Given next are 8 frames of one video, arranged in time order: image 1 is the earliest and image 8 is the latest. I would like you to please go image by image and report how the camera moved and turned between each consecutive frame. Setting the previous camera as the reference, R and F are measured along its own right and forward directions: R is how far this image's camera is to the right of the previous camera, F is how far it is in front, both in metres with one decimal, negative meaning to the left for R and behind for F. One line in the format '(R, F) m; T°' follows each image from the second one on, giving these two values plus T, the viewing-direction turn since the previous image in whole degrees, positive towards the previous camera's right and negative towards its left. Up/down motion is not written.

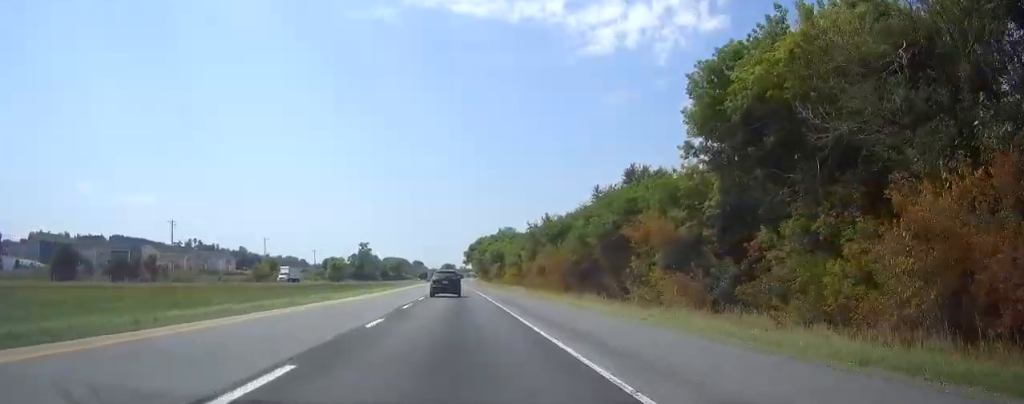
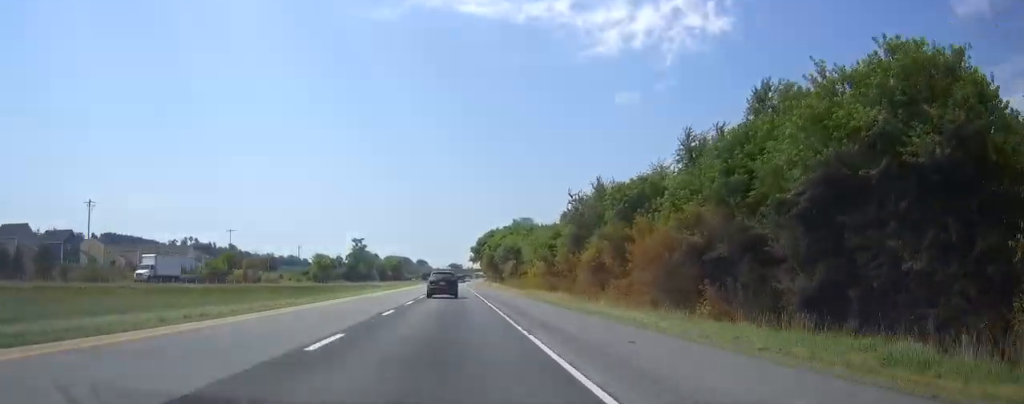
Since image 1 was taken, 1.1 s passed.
(0.0, +36.9) m; 0°
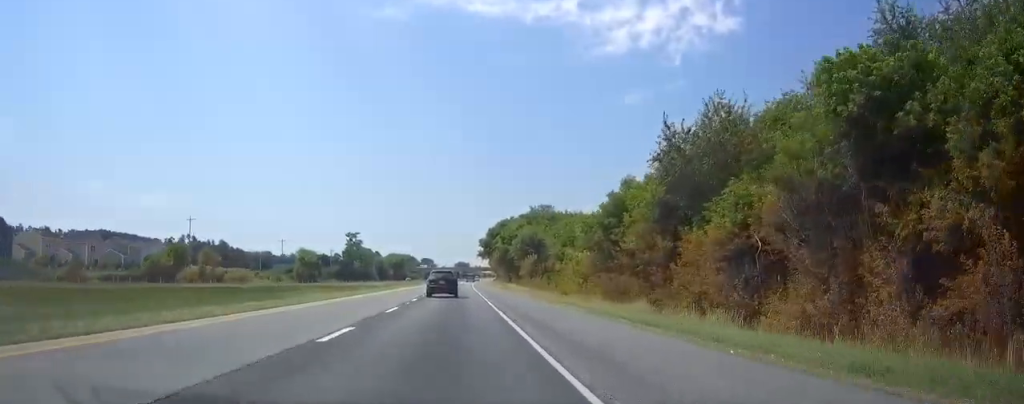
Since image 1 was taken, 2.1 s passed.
(0.0, +30.5) m; 0°
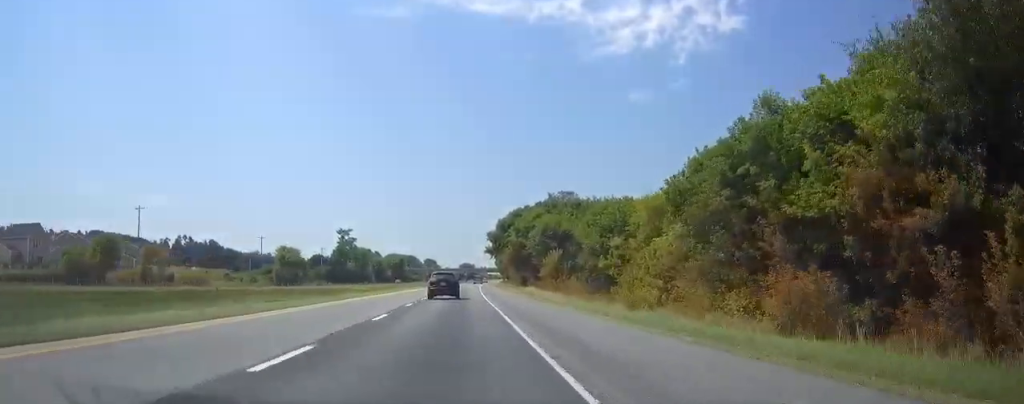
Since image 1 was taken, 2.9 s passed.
(-0.1, +26.2) m; 0°
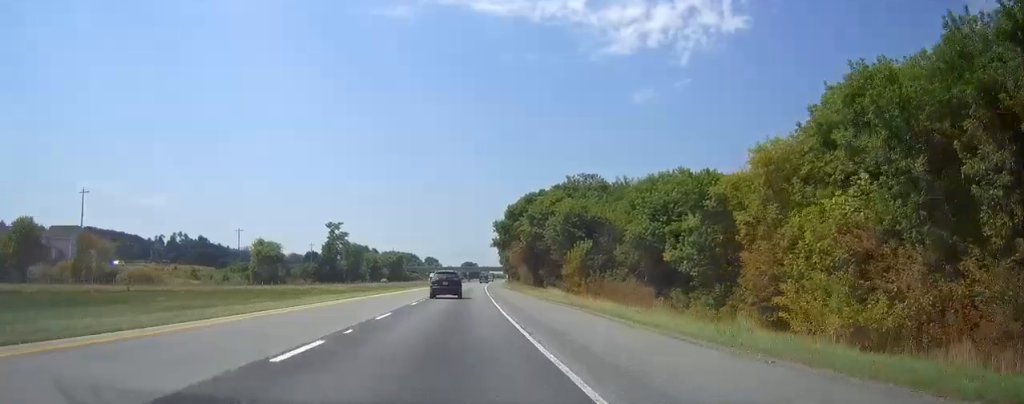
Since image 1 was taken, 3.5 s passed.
(0.0, +20.8) m; 0°
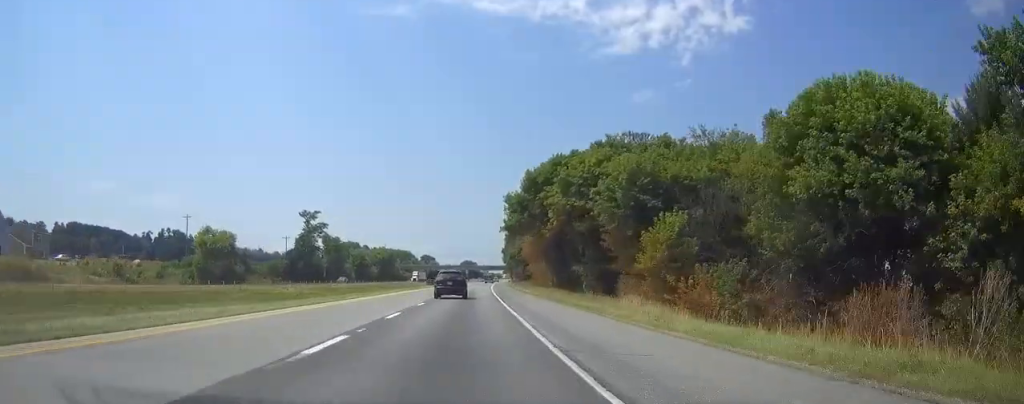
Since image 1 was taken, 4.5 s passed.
(-0.1, +31.7) m; 0°
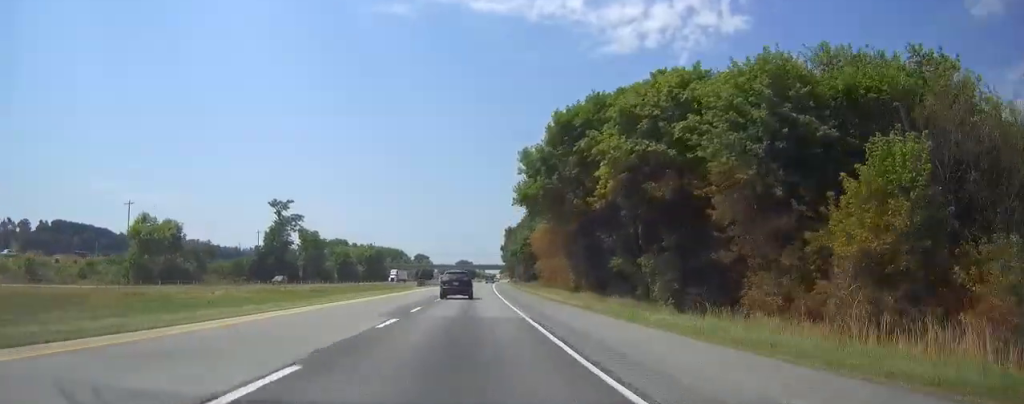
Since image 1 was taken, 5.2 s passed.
(0.0, +24.0) m; 0°
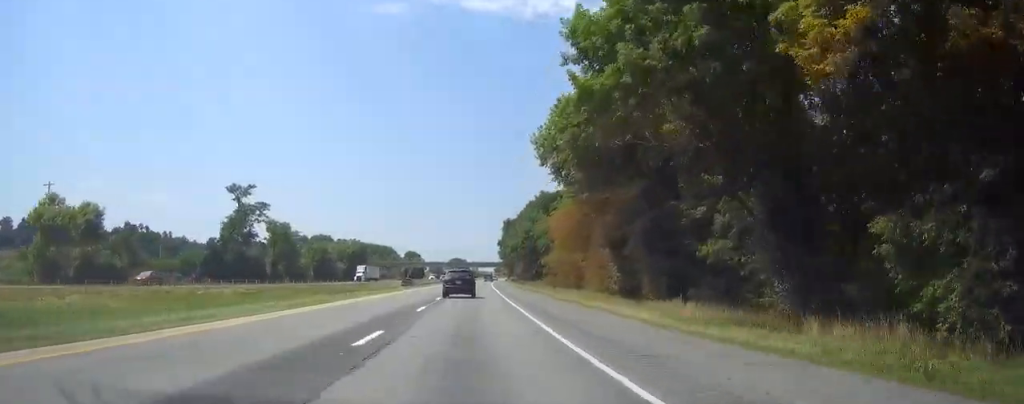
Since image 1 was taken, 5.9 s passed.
(+0.1, +24.0) m; 0°
